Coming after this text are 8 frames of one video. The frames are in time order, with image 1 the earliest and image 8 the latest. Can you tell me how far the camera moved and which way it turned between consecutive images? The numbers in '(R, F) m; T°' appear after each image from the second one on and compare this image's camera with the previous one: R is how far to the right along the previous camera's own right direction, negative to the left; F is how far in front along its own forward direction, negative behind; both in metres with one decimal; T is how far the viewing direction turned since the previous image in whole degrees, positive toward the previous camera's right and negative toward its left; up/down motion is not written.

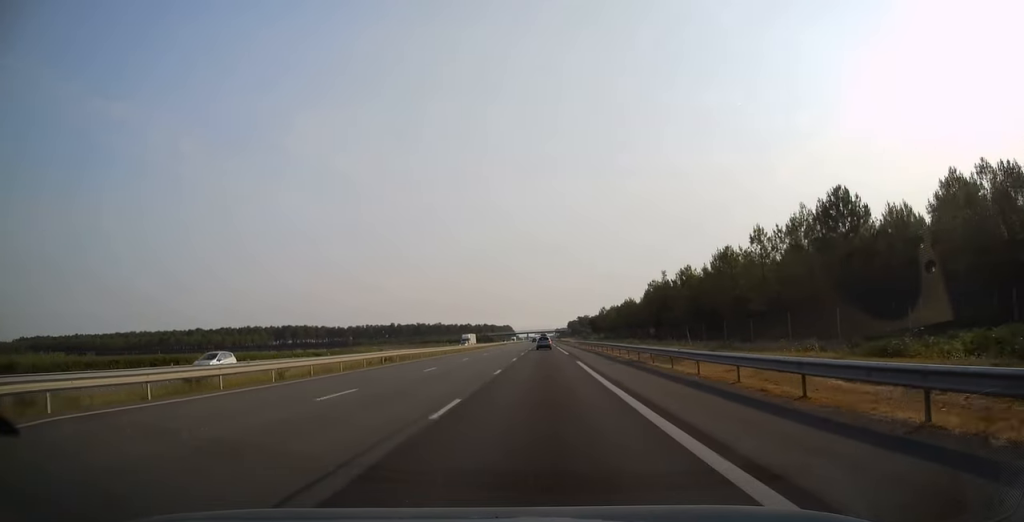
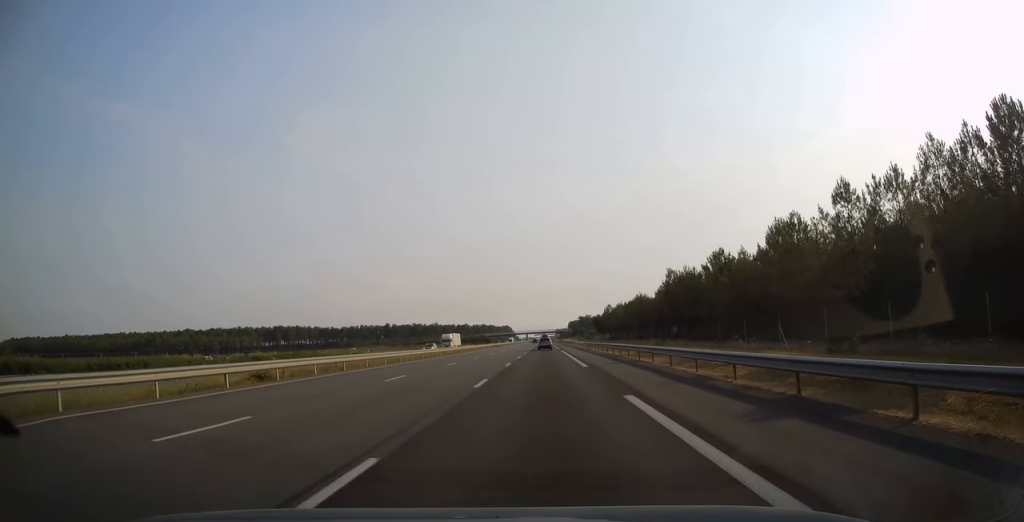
(0.0, +19.7) m; 0°
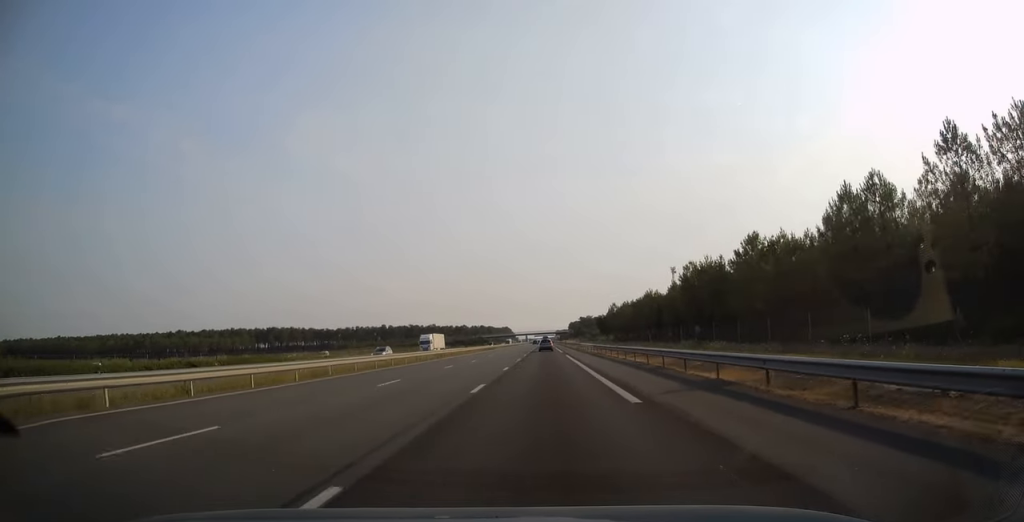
(0.0, +14.3) m; 0°
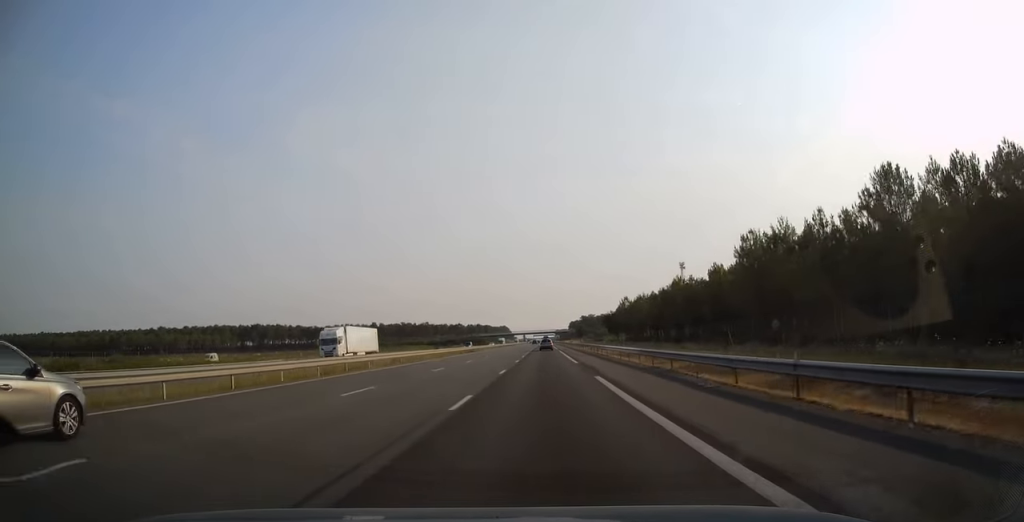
(-0.1, +29.6) m; 0°
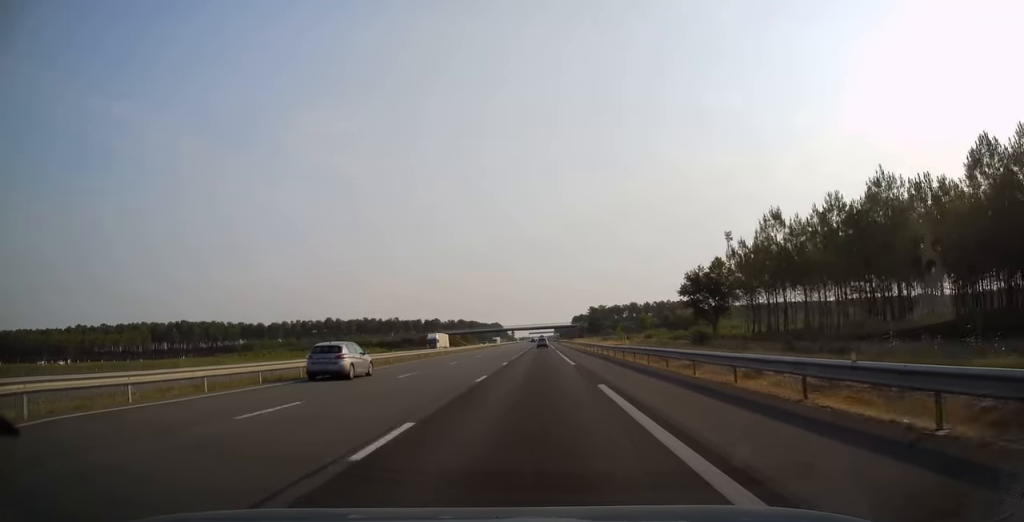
(+0.6, +109.4) m; 0°
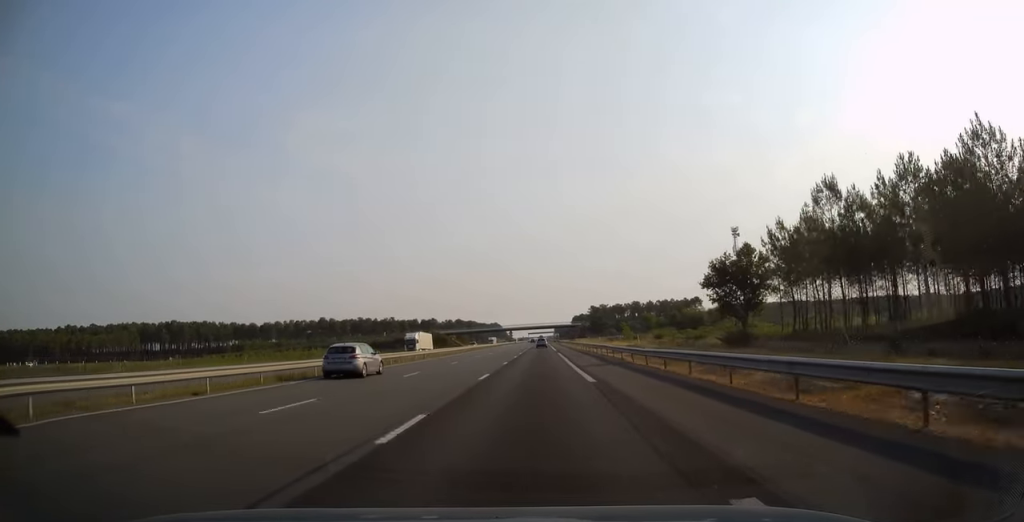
(0.0, +11.8) m; 0°
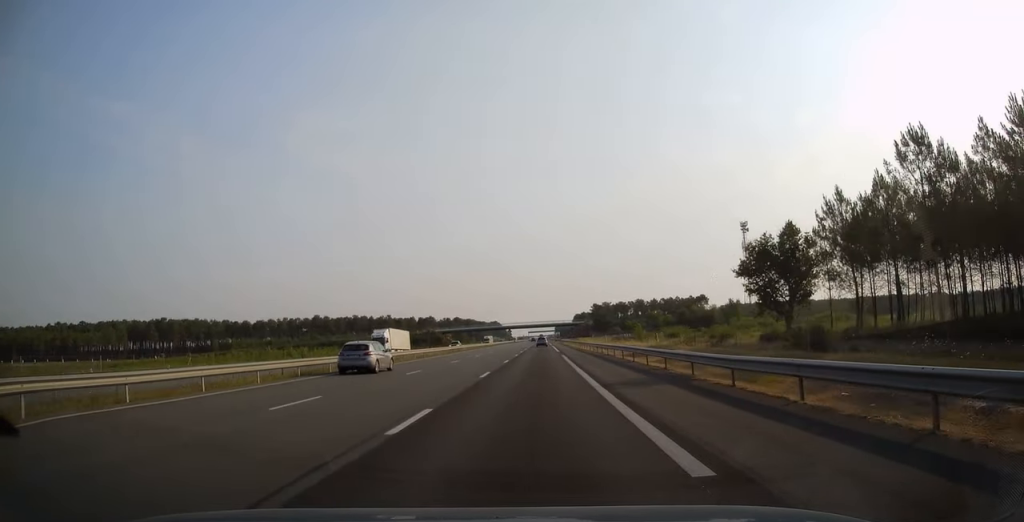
(0.0, +12.2) m; 0°
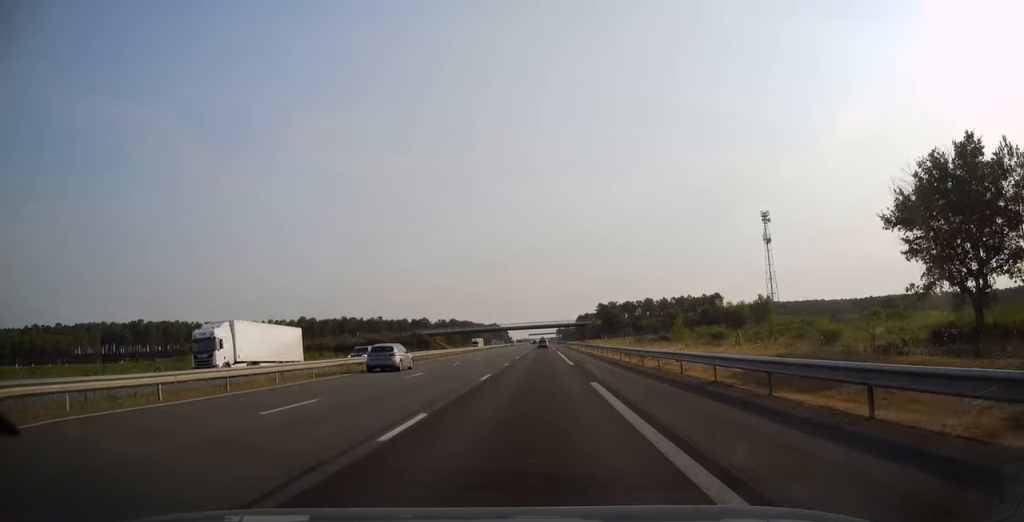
(0.0, +26.4) m; 0°
